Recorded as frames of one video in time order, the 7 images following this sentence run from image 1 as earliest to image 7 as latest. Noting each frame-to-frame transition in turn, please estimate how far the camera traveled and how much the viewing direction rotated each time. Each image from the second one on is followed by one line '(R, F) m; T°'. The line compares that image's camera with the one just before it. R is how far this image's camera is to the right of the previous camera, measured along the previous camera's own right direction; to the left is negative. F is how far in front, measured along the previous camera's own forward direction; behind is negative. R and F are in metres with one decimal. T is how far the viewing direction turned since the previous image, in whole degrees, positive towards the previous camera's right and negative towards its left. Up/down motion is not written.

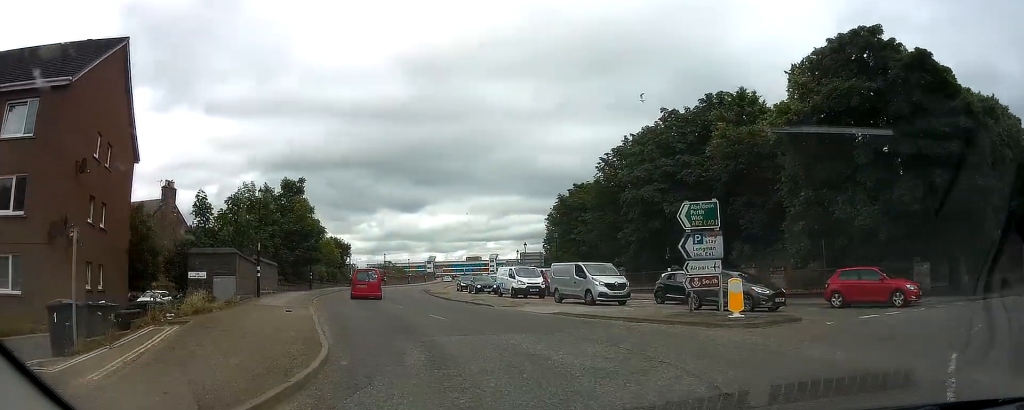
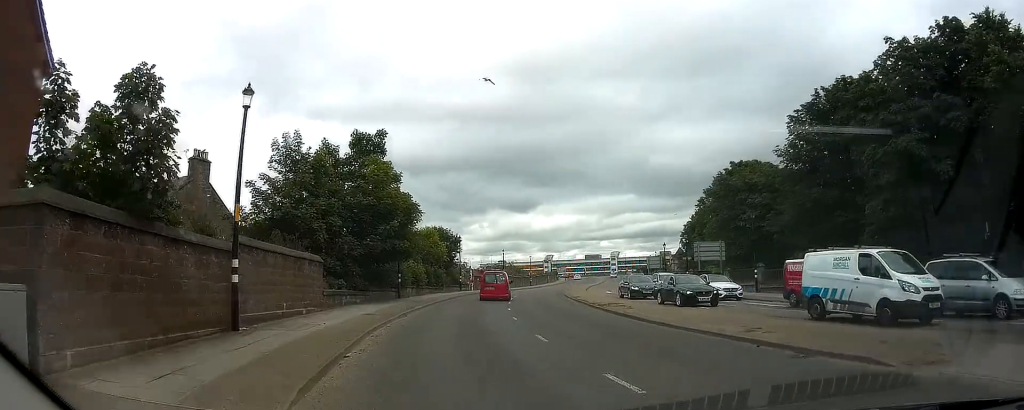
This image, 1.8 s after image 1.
(-0.1, +17.2) m; -2°
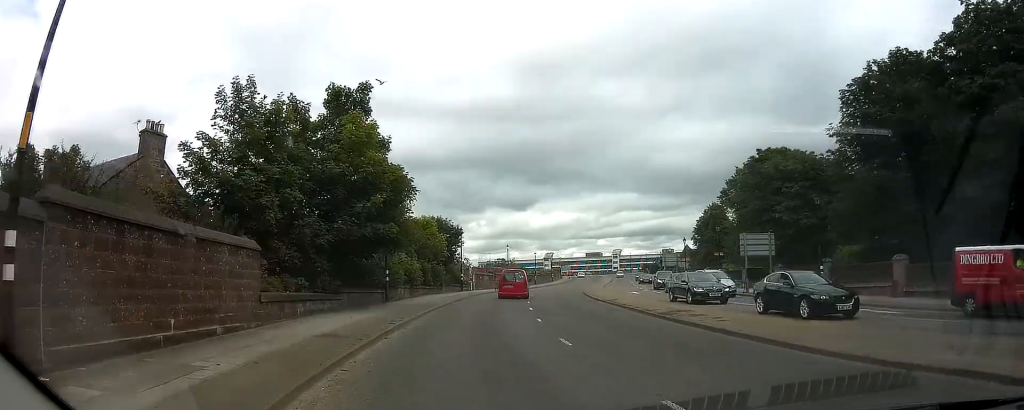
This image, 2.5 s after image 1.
(+0.1, +7.7) m; -2°
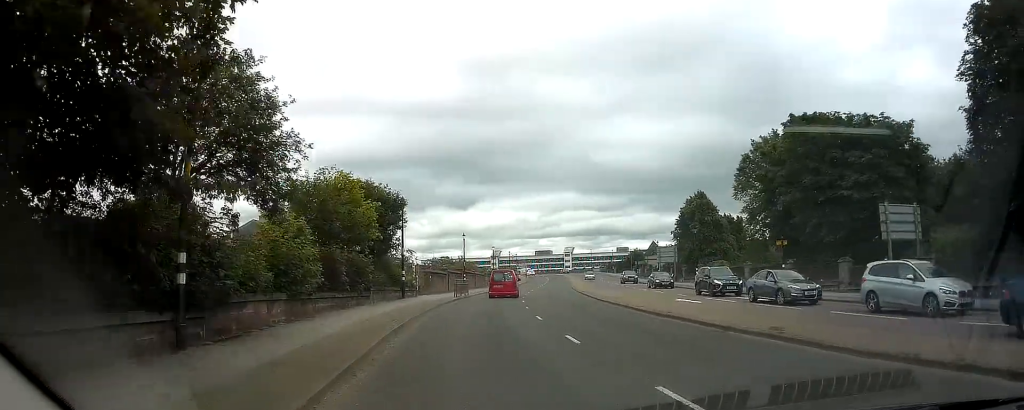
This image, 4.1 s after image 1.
(-0.4, +18.6) m; +2°
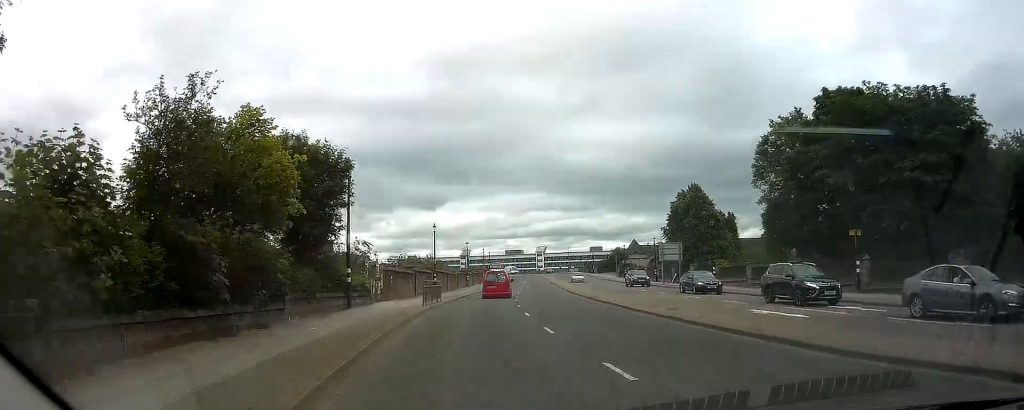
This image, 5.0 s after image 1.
(+0.8, +10.3) m; +5°
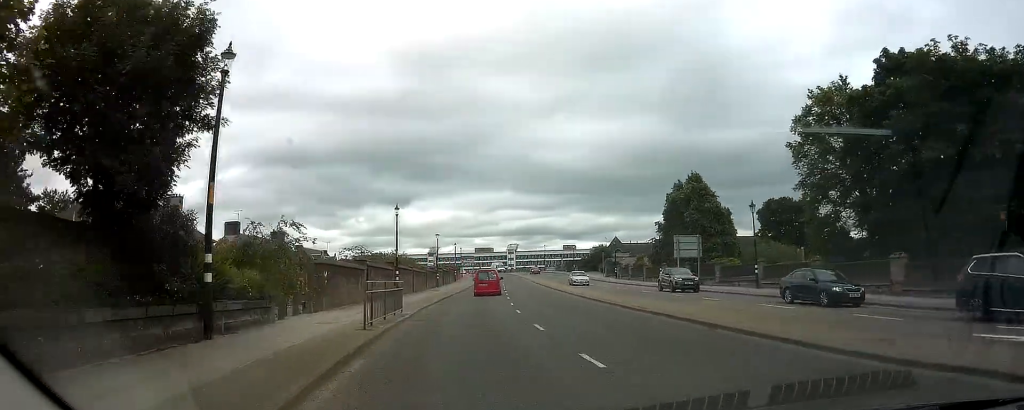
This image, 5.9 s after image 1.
(+0.1, +11.5) m; +3°
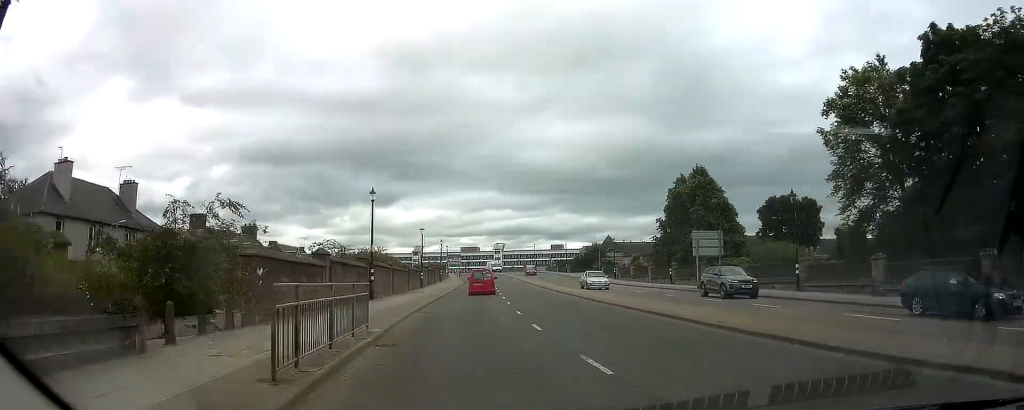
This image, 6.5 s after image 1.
(+0.3, +6.3) m; +1°
